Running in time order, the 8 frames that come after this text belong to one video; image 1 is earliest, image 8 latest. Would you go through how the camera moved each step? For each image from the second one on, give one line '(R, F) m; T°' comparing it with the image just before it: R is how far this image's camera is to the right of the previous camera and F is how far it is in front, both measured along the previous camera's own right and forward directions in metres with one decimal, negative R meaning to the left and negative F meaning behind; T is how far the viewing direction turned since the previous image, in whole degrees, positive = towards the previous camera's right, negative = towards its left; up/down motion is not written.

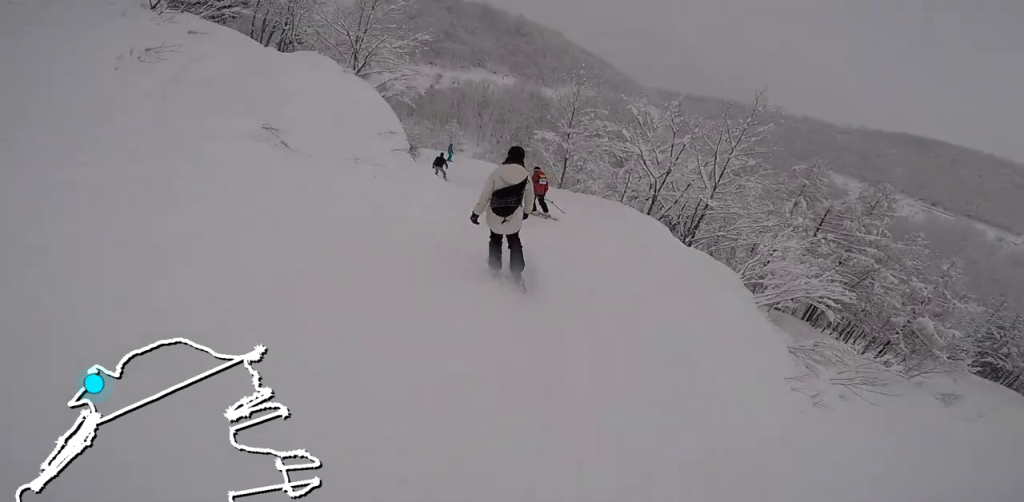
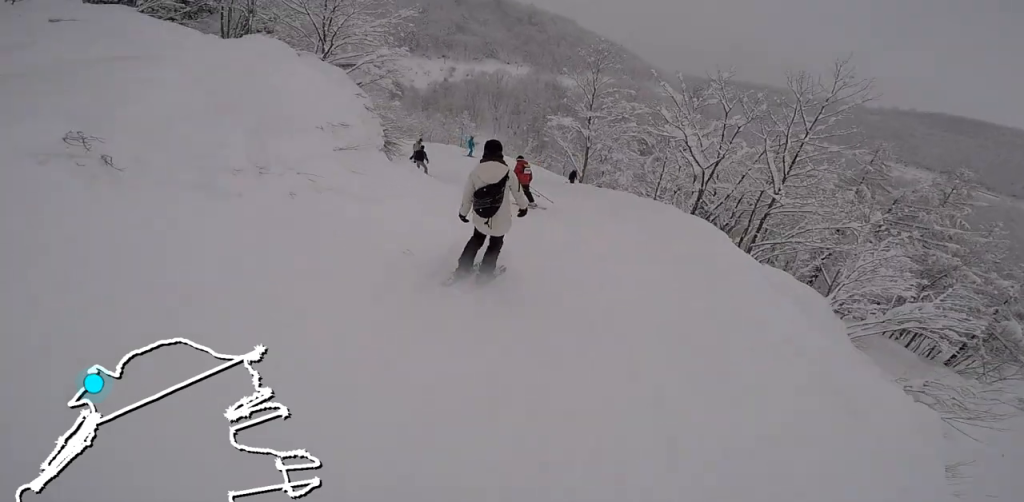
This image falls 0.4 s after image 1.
(+0.1, +2.2) m; -5°
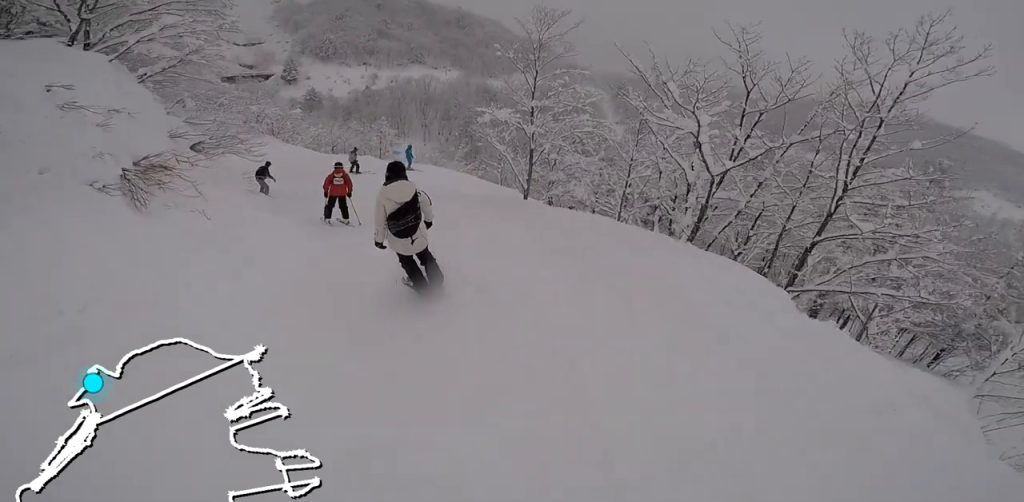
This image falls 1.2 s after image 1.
(+0.3, +3.8) m; -13°
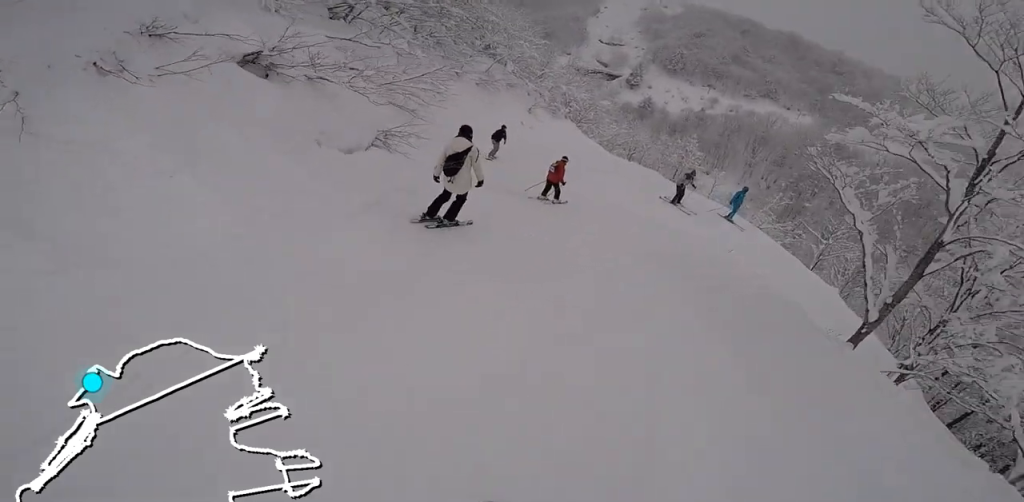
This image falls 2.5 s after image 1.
(-1.9, +4.9) m; -22°
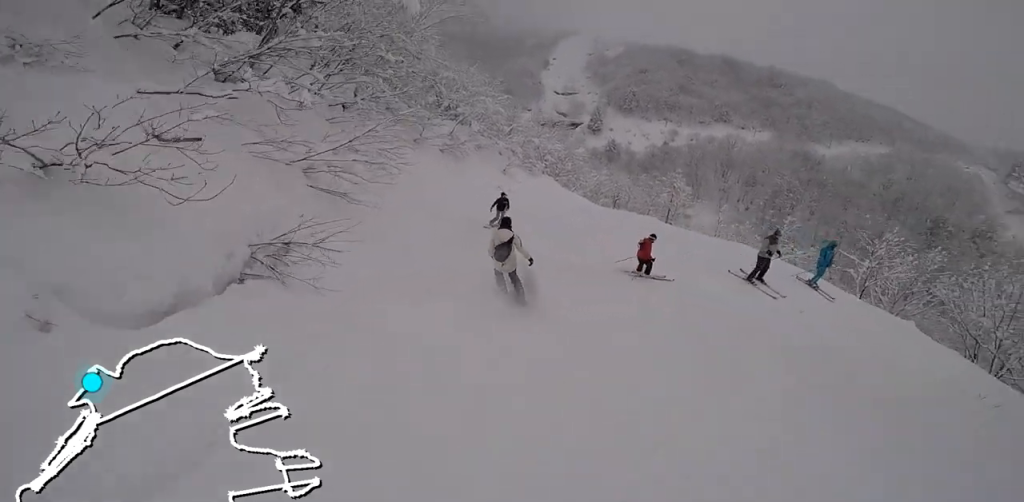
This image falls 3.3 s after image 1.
(0.0, +3.4) m; +4°
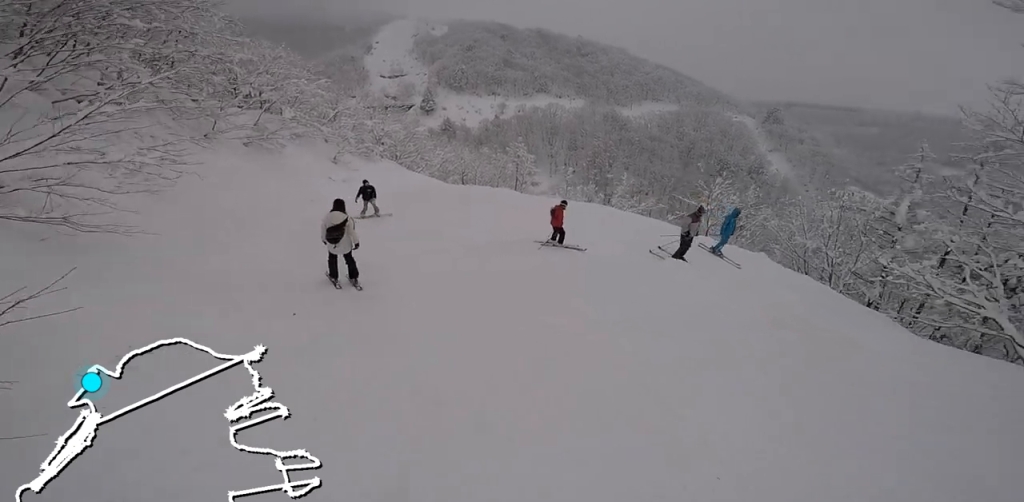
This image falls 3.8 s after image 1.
(-0.2, +1.8) m; +11°
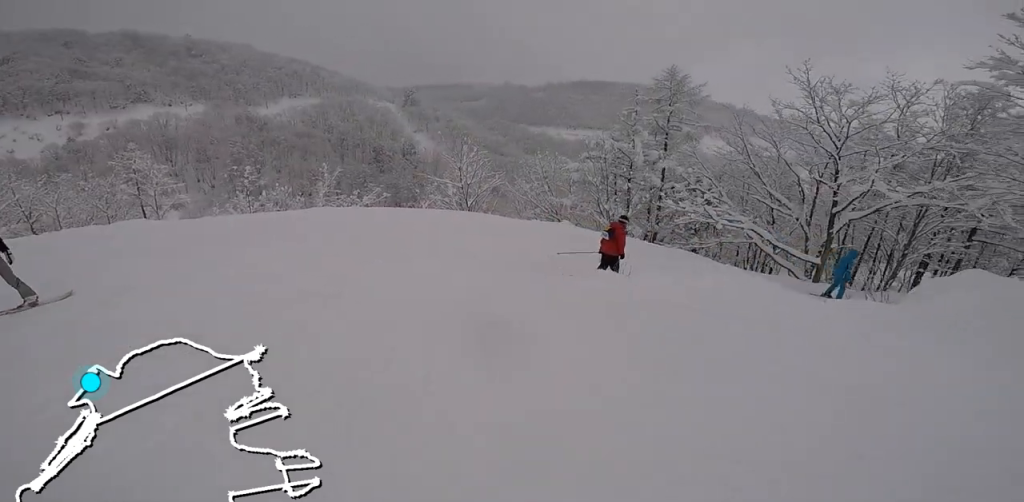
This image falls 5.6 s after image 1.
(+2.5, +5.5) m; +49°
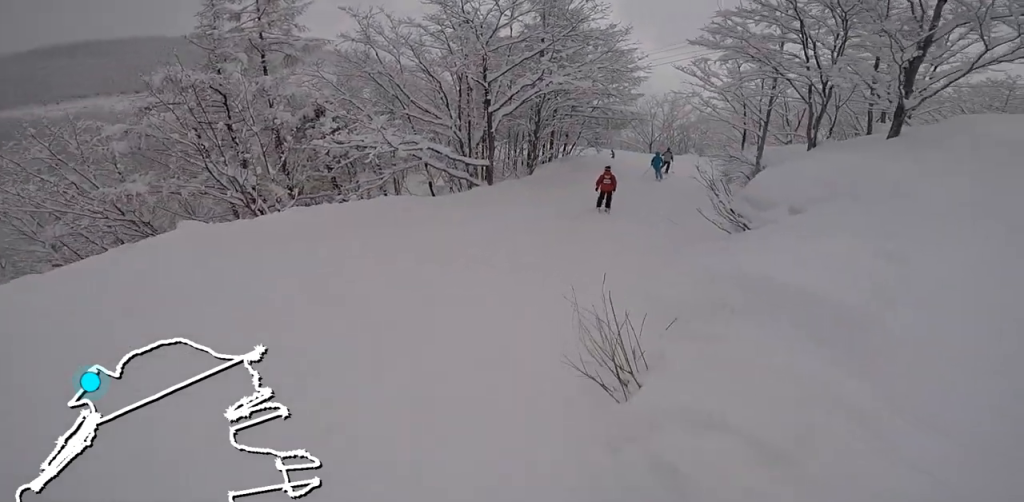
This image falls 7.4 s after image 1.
(+3.2, +3.3) m; +77°
